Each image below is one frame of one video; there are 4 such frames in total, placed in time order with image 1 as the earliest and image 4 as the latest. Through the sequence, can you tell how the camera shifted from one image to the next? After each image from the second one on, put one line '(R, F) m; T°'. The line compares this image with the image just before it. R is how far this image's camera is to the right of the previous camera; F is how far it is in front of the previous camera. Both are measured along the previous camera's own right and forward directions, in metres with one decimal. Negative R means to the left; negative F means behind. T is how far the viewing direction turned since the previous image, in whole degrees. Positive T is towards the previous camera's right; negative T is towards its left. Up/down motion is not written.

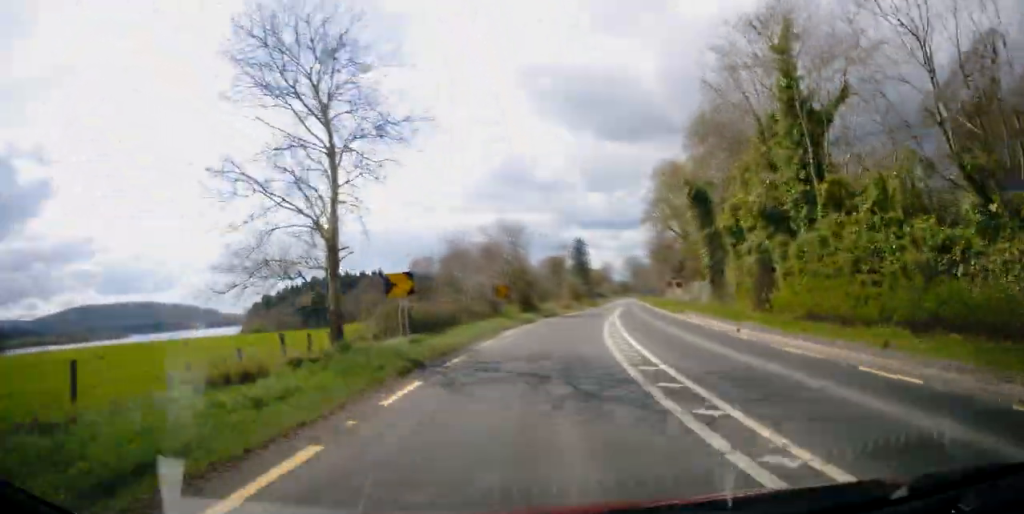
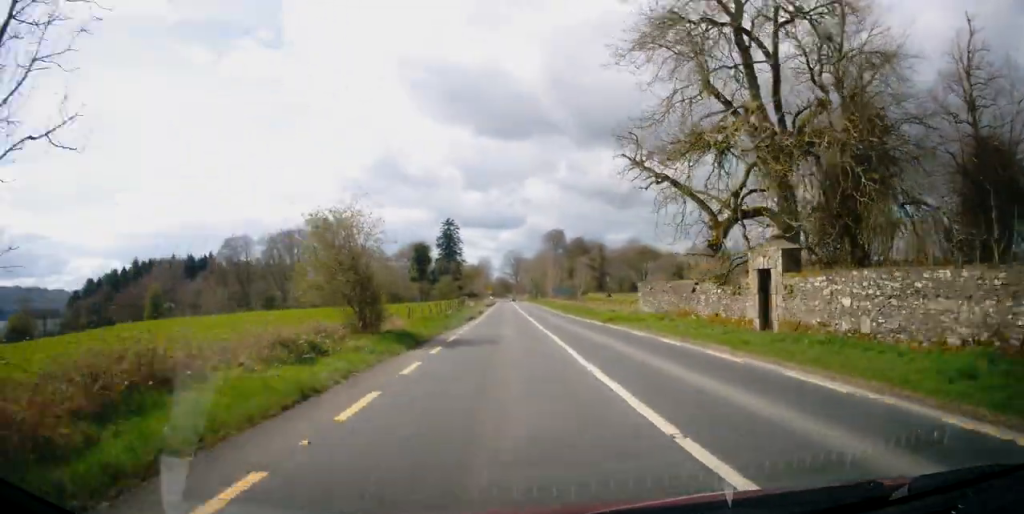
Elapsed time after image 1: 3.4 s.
(+8.9, +61.7) m; +11°
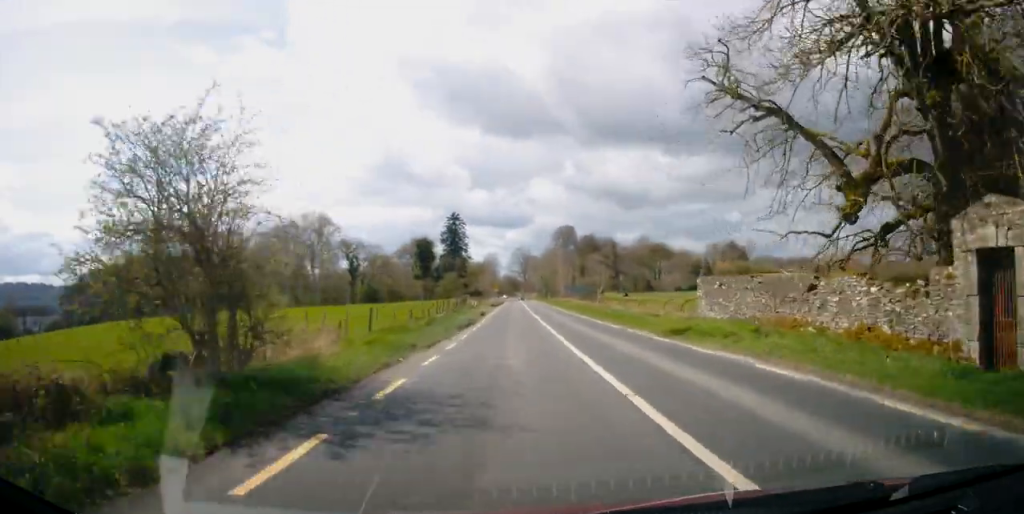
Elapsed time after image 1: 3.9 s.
(+0.3, +10.9) m; +1°
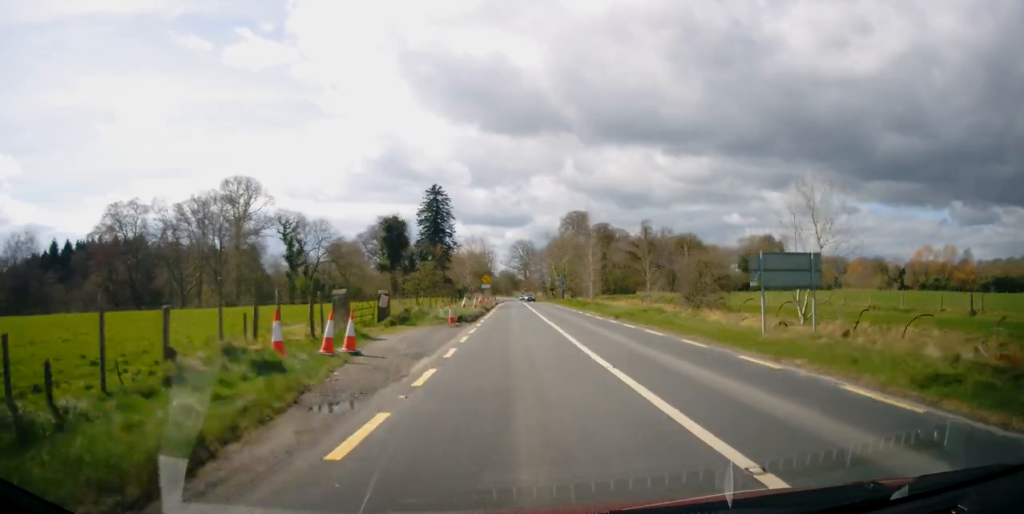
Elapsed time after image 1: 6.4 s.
(+0.1, +47.8) m; -1°
